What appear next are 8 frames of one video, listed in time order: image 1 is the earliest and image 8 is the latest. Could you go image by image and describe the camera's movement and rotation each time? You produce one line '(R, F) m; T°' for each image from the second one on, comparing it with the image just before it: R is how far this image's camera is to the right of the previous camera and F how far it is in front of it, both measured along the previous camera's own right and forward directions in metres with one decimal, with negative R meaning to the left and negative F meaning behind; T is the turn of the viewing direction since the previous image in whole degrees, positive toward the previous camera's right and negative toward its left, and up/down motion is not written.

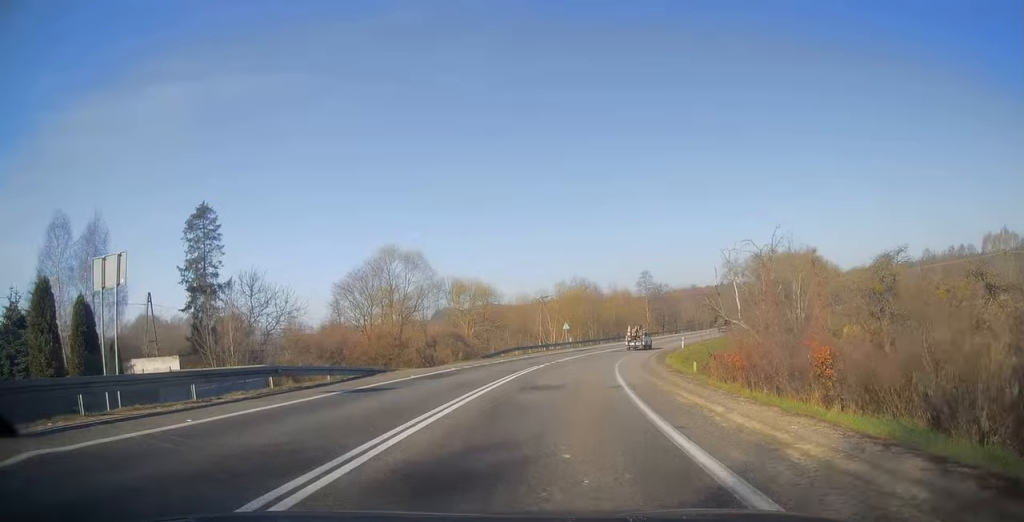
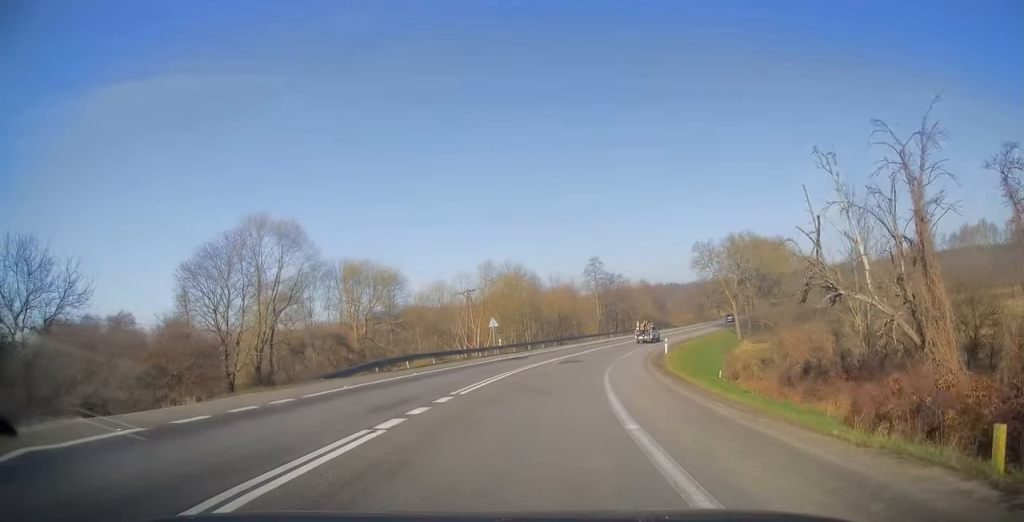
(+1.7, +21.1) m; +8°
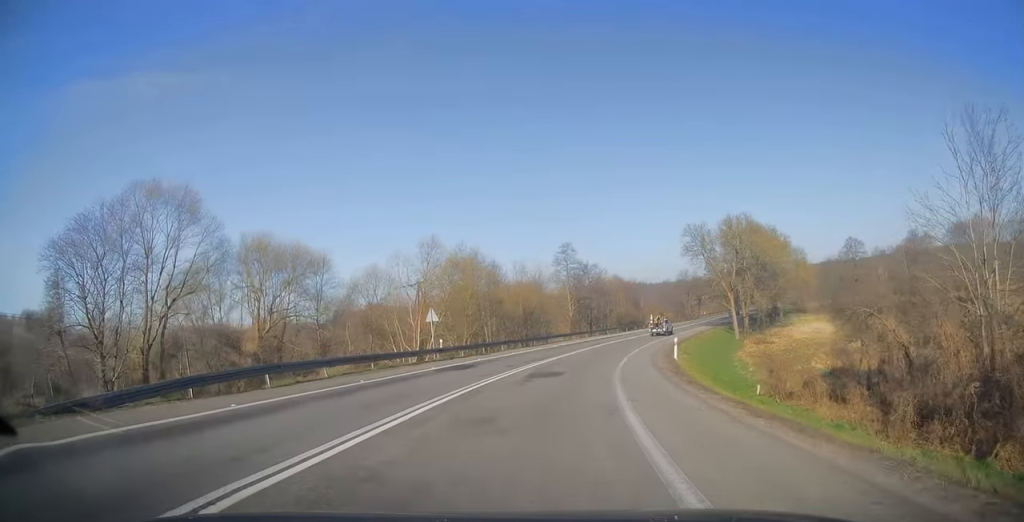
(+0.5, +13.1) m; +4°
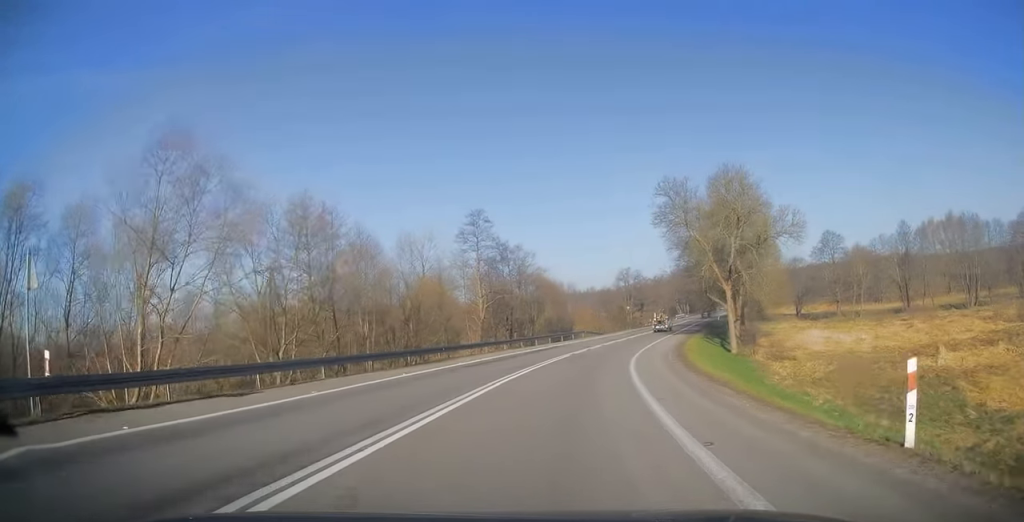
(+1.6, +24.7) m; +8°
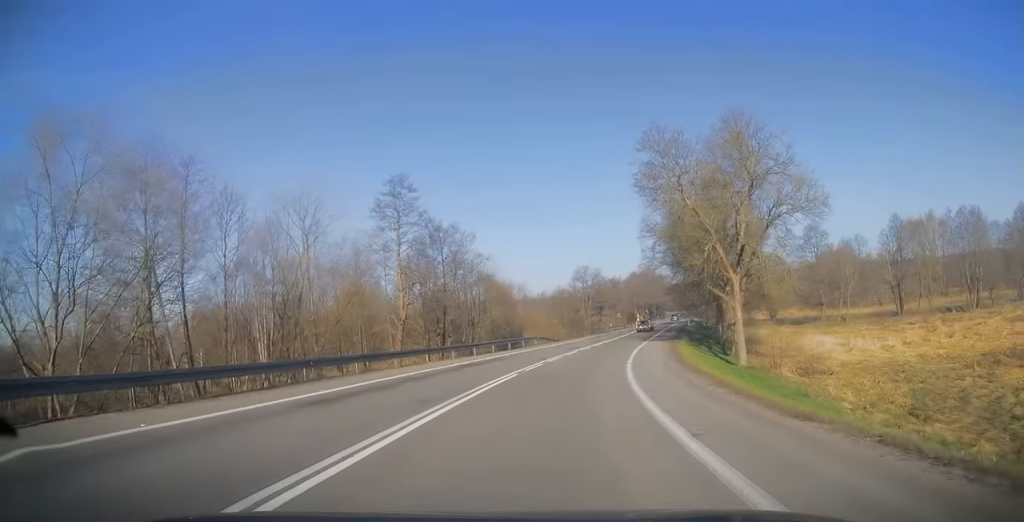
(+0.5, +12.7) m; +4°
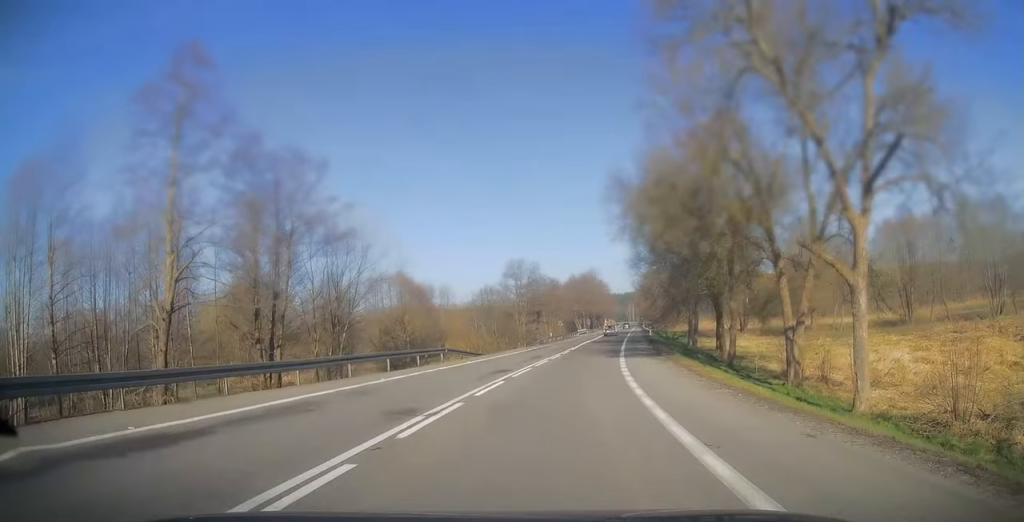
(+0.9, +19.7) m; +5°
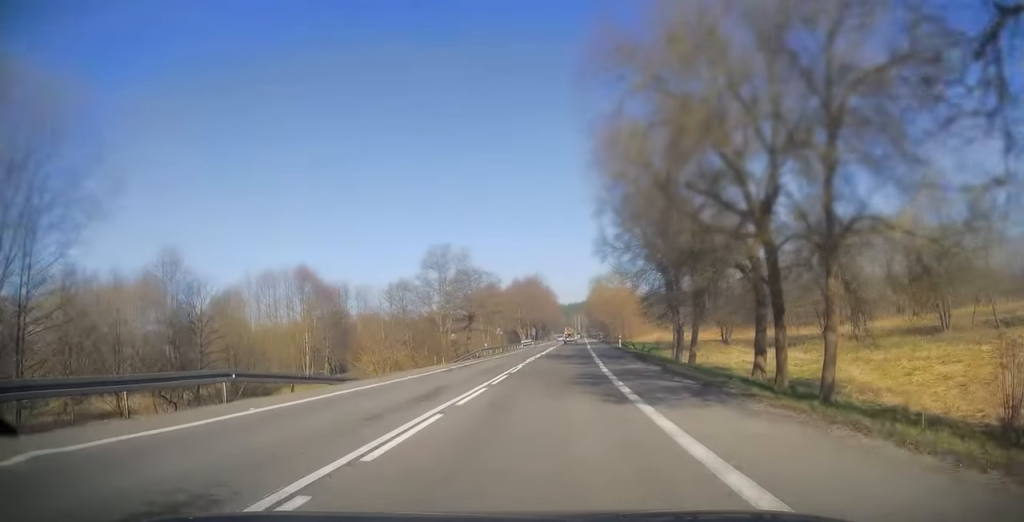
(+0.8, +19.5) m; +4°
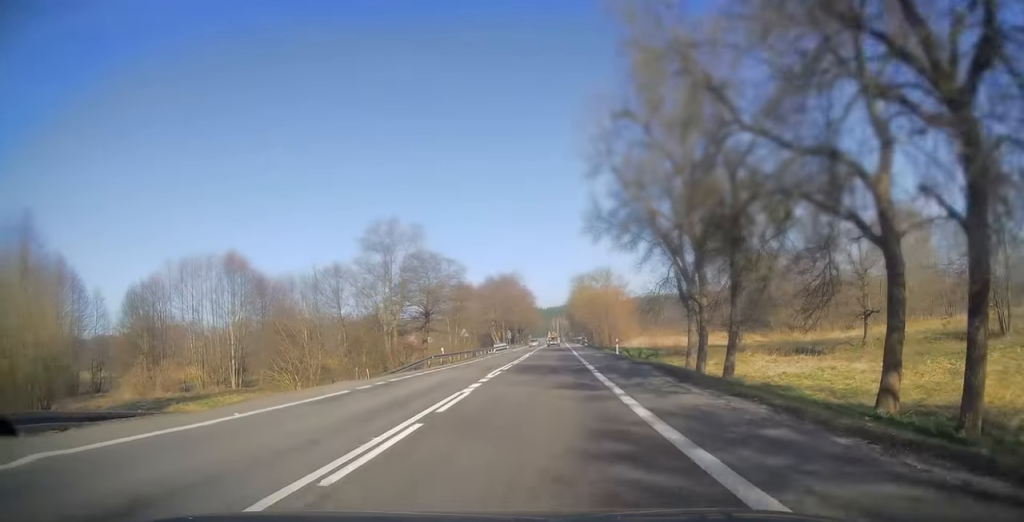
(+0.3, +13.2) m; +2°
